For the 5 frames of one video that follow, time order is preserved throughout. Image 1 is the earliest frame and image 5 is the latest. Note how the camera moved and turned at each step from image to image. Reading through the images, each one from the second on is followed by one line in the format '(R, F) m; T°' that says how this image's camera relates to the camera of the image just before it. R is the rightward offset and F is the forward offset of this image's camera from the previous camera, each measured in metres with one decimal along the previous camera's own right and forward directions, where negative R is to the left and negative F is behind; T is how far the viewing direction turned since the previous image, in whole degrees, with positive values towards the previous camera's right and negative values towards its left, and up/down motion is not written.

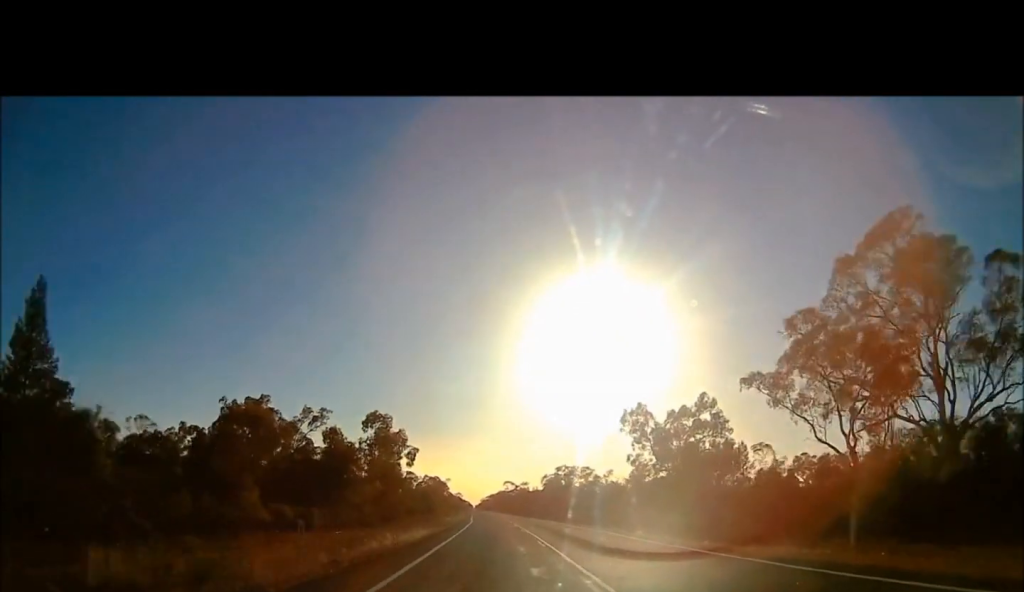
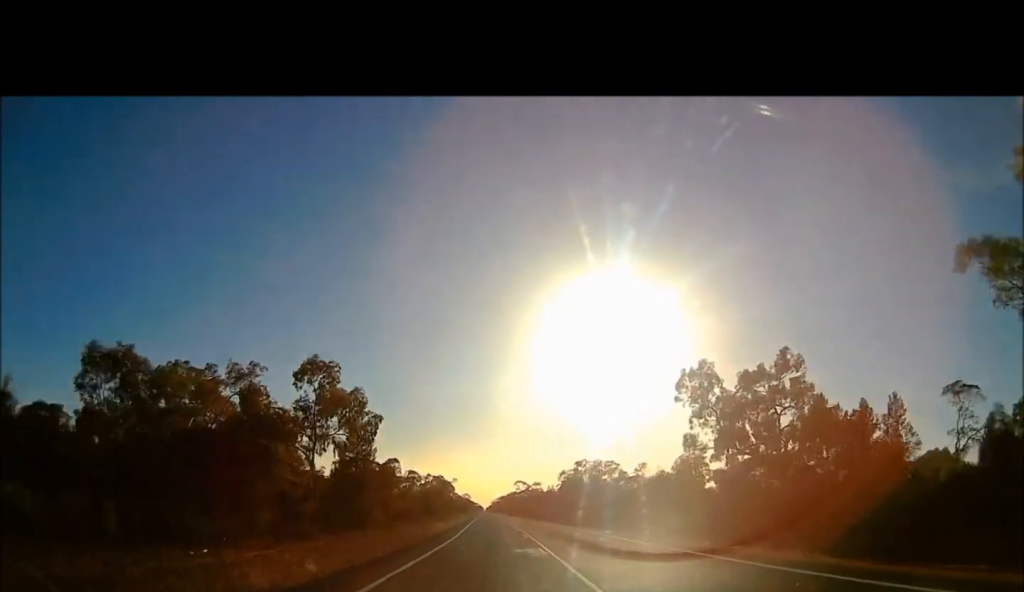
(-0.5, +25.4) m; -3°
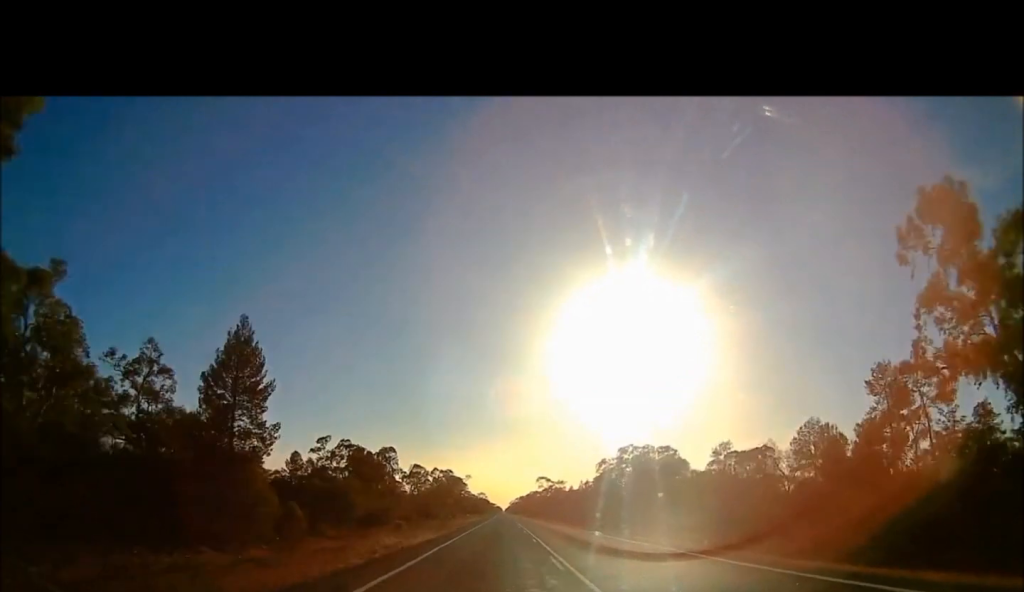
(-1.3, +38.5) m; -1°
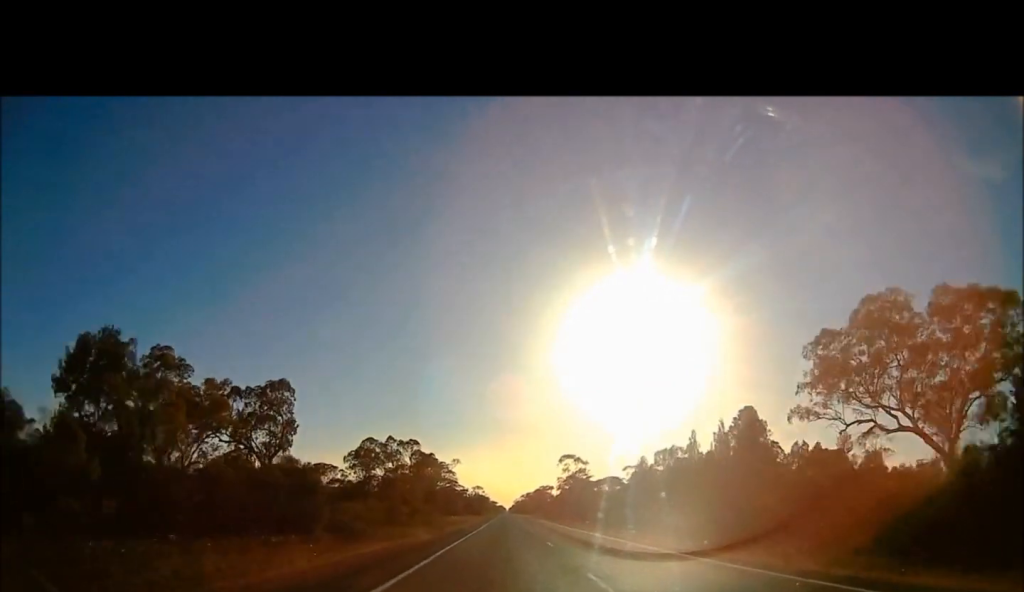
(-0.5, +87.6) m; -1°
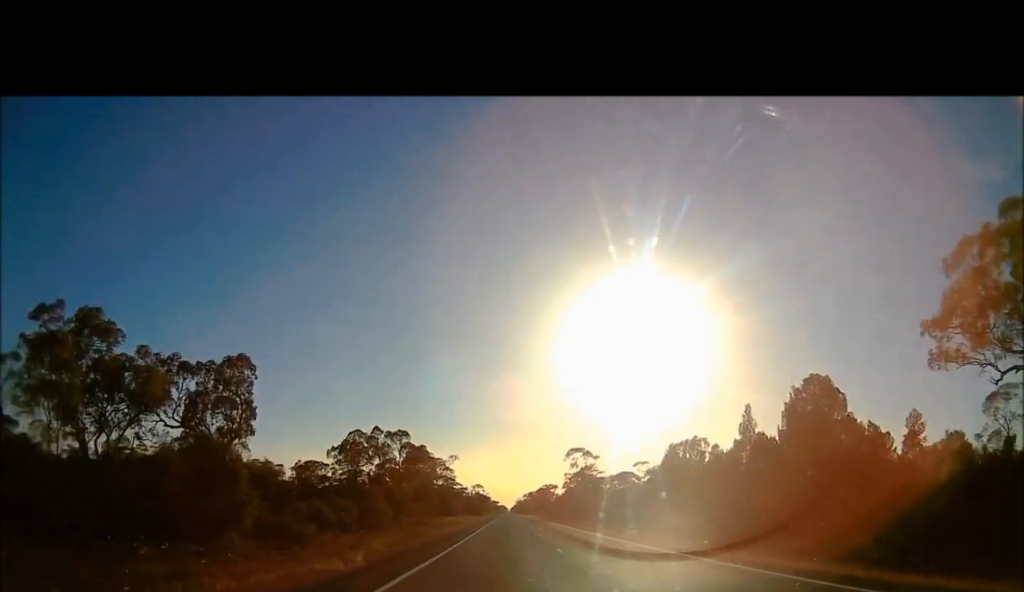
(+0.1, +14.5) m; 0°
